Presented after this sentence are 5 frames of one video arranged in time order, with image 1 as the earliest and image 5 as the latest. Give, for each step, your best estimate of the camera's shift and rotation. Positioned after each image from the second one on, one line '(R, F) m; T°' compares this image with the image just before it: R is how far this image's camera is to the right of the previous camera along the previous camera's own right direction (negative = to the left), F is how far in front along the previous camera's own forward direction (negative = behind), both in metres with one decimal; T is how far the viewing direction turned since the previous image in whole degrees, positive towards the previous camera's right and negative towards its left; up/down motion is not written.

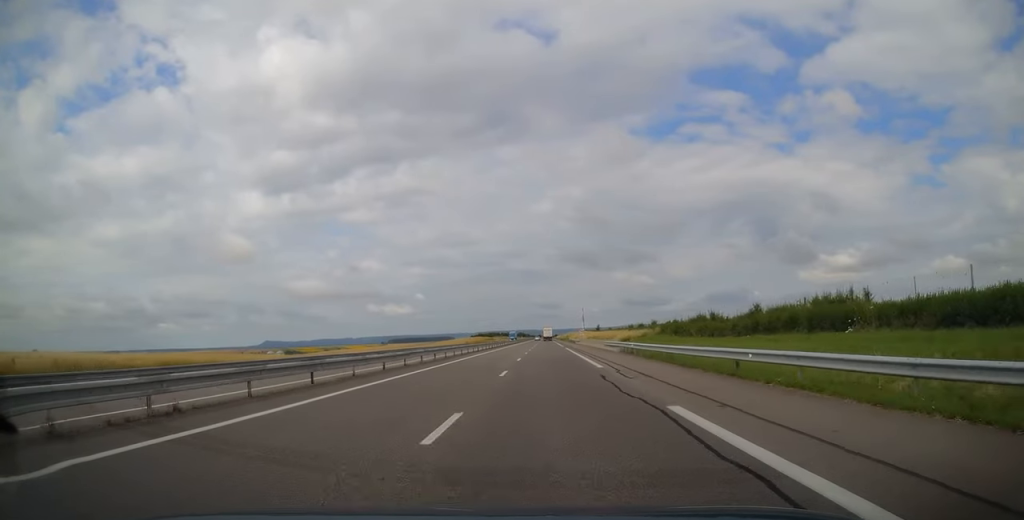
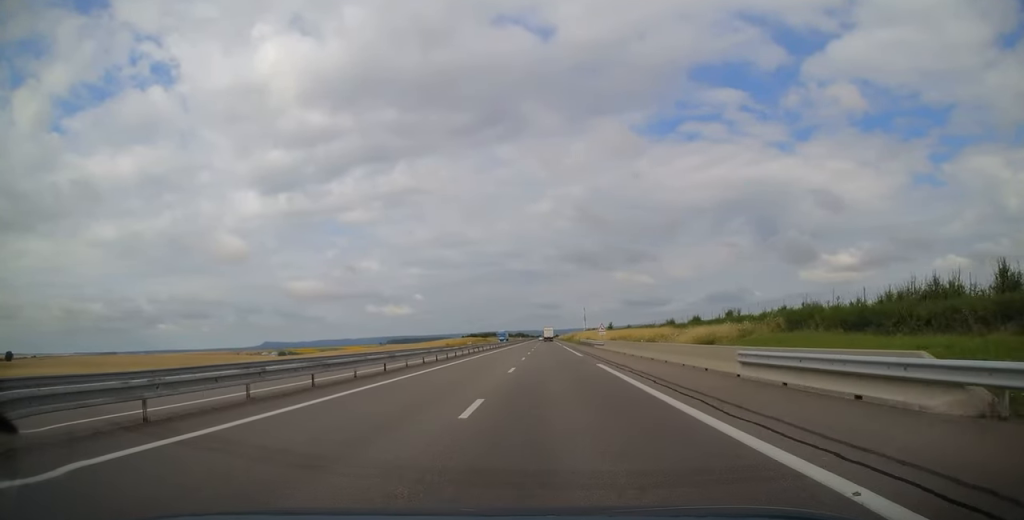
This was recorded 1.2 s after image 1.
(-0.1, +36.2) m; 0°
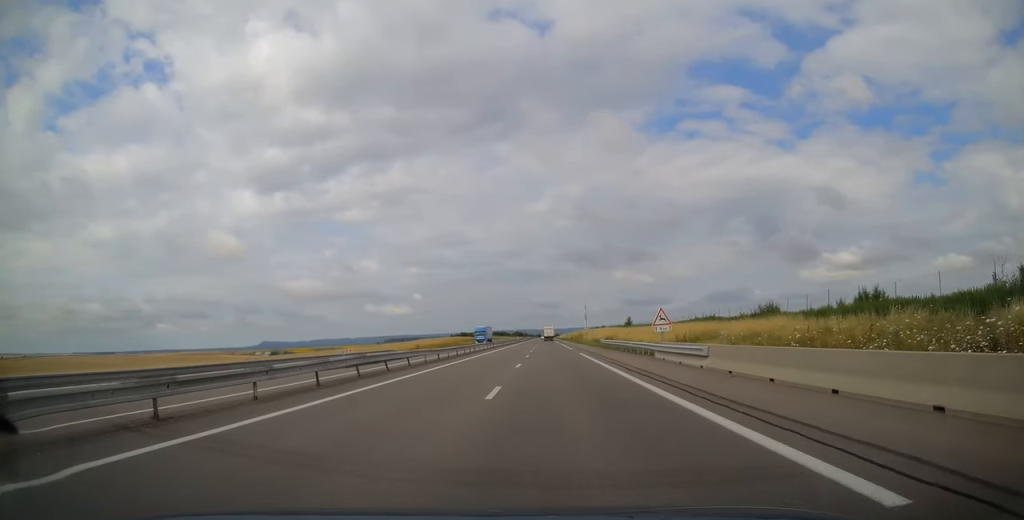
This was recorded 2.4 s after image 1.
(+0.1, +35.7) m; 0°
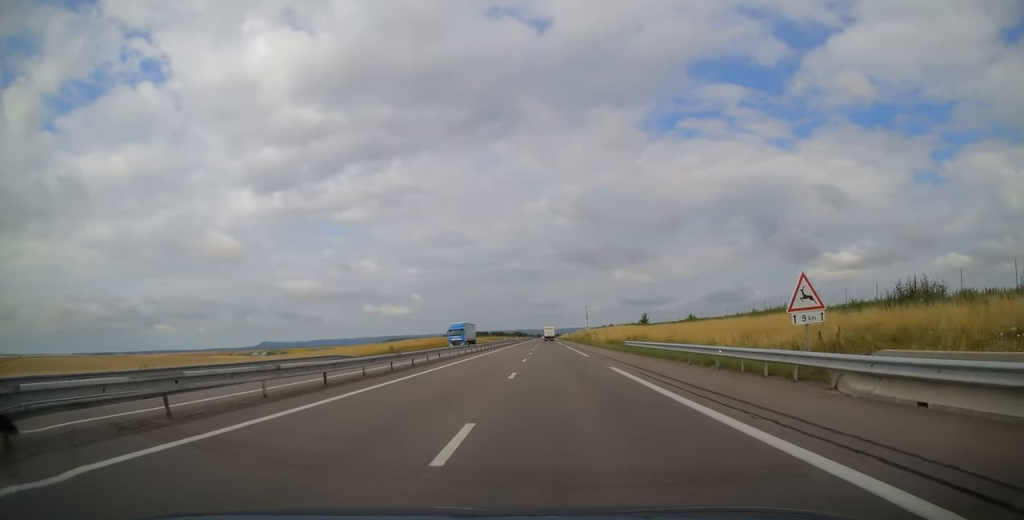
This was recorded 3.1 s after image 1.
(0.0, +19.6) m; +1°
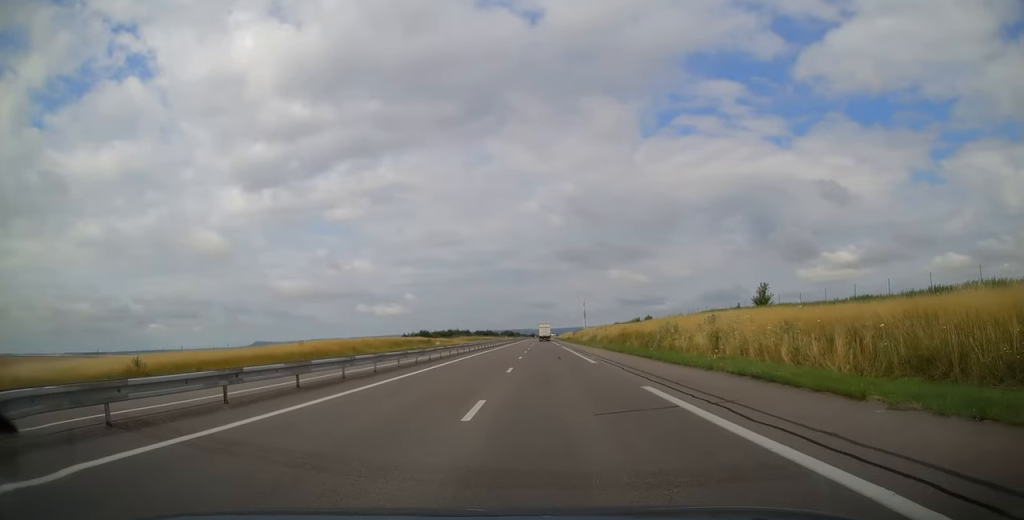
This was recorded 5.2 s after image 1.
(+0.2, +61.2) m; 0°
